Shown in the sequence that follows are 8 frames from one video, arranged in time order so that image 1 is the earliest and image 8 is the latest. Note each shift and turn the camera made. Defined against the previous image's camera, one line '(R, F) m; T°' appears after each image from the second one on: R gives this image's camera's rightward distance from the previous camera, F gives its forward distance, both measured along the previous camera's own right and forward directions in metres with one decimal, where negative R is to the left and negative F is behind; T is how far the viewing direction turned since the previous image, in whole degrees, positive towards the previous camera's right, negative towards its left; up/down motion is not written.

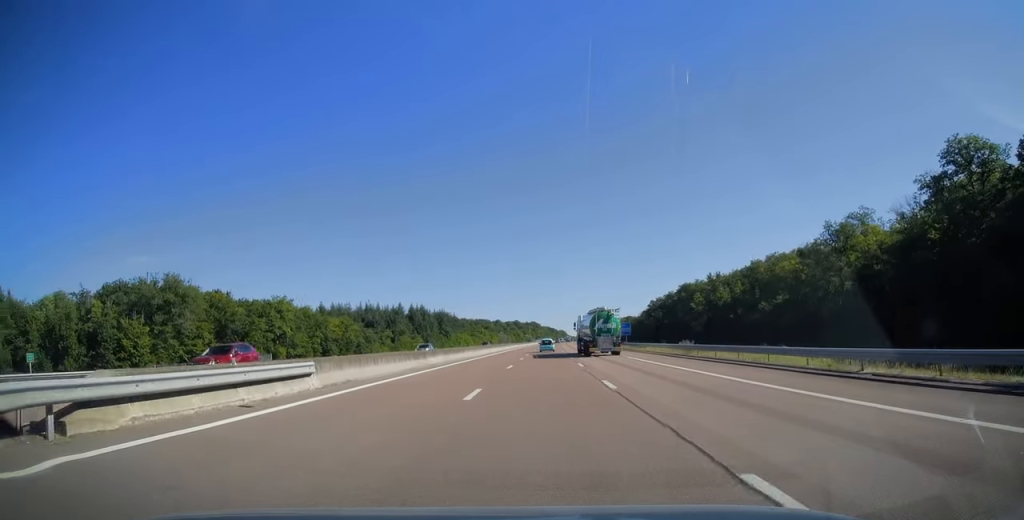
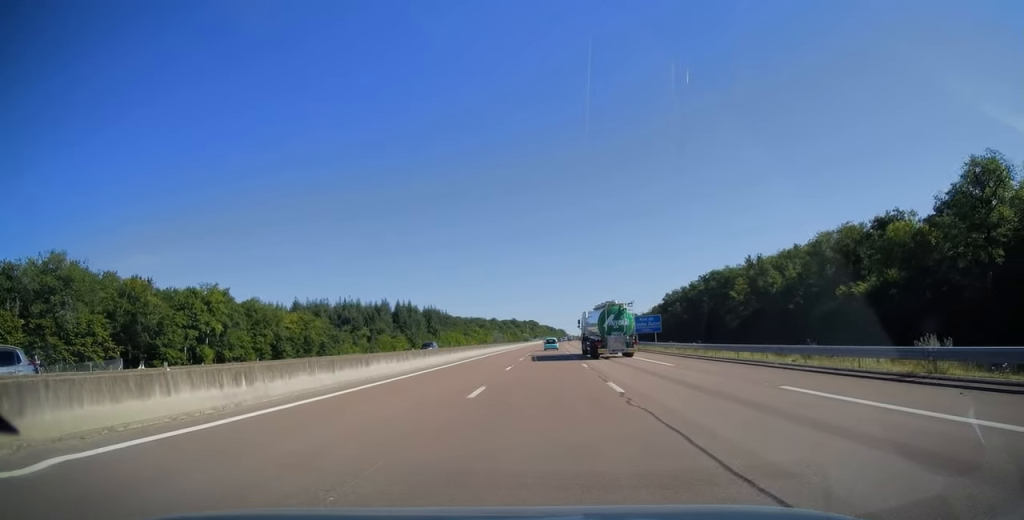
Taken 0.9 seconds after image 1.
(0.0, +27.7) m; 0°
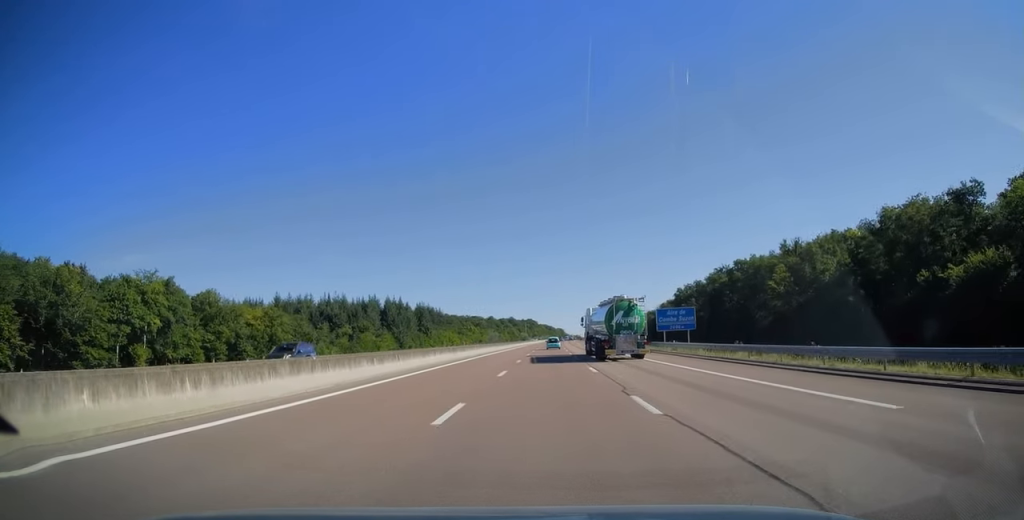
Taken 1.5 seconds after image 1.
(0.0, +17.5) m; 0°
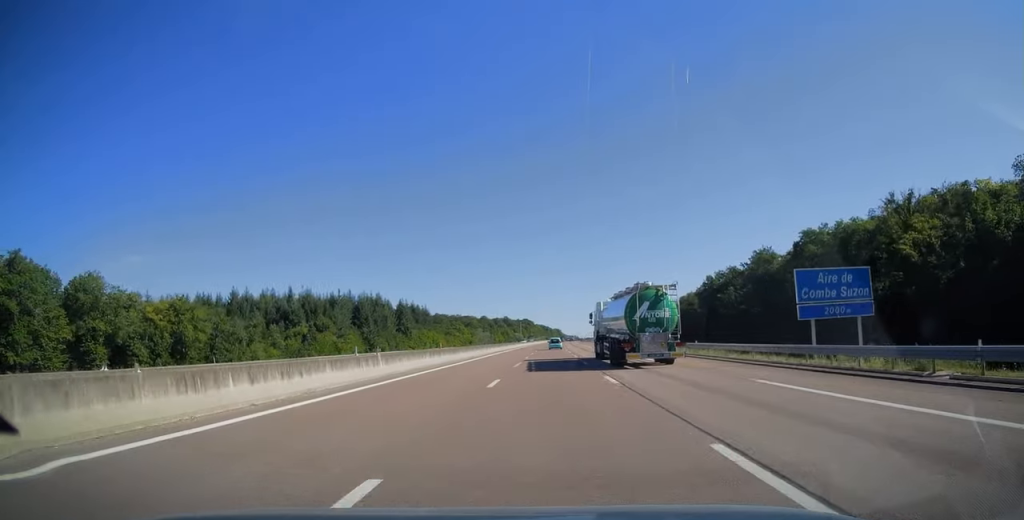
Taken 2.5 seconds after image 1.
(+0.1, +32.3) m; 0°
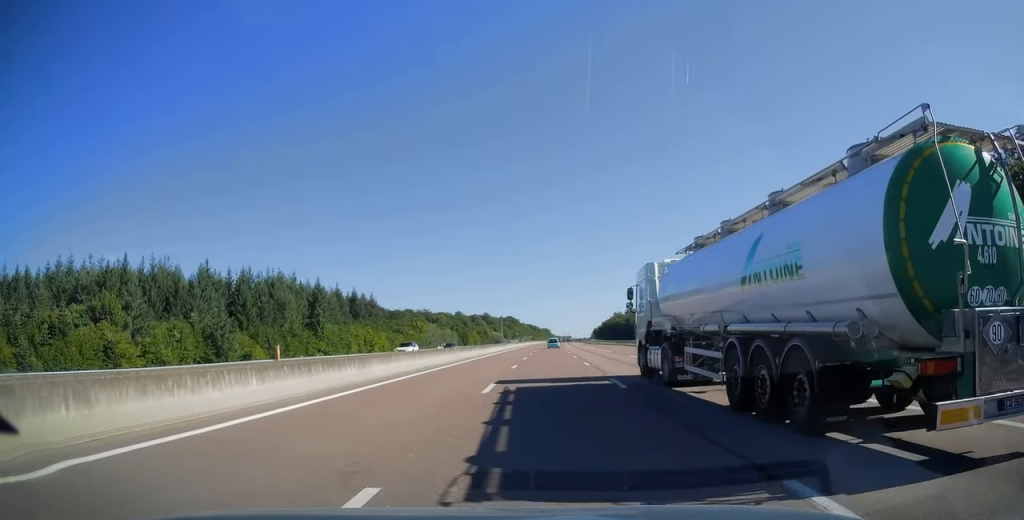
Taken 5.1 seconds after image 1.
(+0.7, +80.4) m; +1°
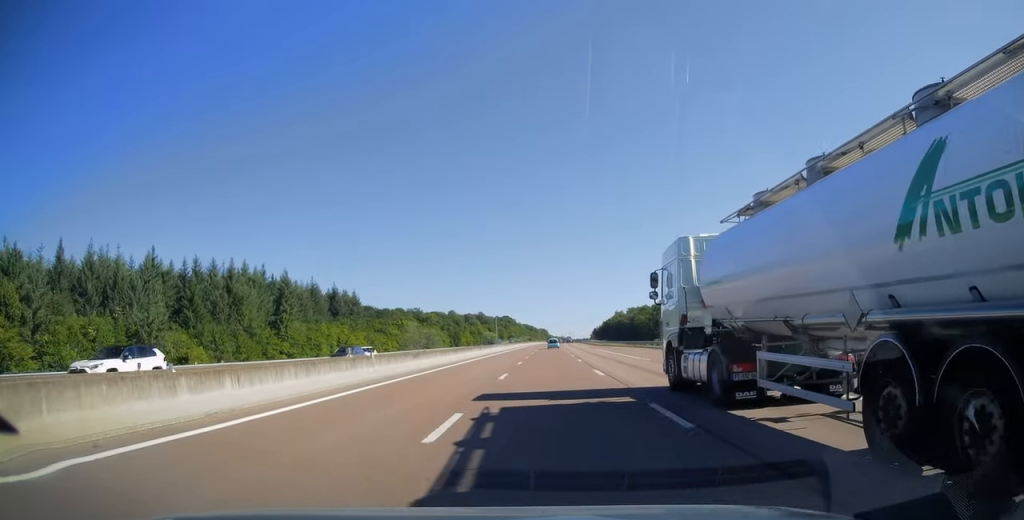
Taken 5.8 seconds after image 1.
(+0.1, +20.0) m; 0°
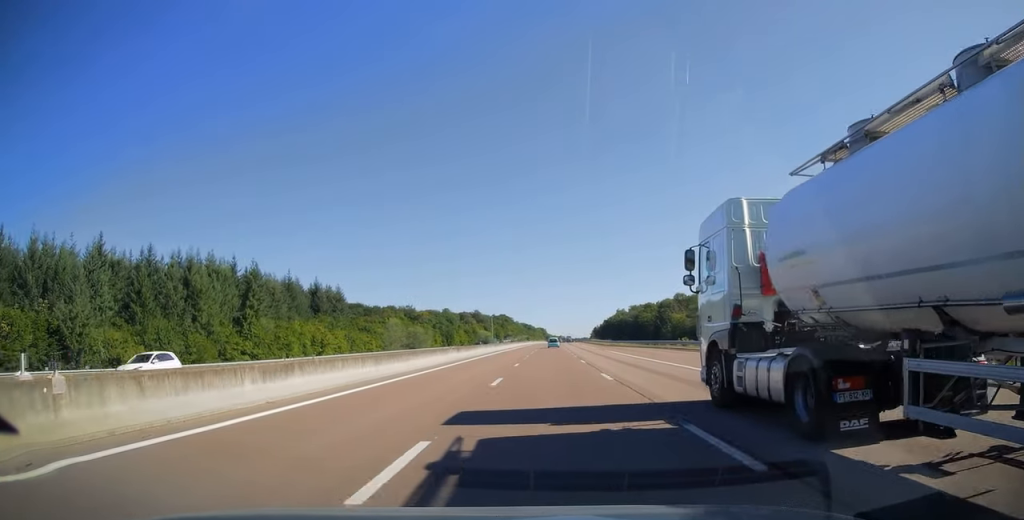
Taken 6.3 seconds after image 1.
(0.0, +15.9) m; 0°
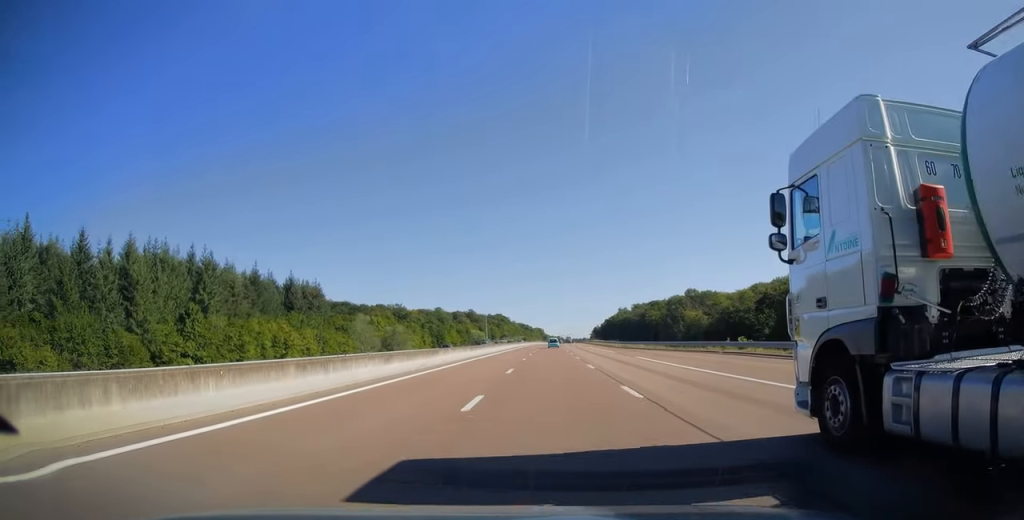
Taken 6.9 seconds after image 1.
(0.0, +19.0) m; 0°
